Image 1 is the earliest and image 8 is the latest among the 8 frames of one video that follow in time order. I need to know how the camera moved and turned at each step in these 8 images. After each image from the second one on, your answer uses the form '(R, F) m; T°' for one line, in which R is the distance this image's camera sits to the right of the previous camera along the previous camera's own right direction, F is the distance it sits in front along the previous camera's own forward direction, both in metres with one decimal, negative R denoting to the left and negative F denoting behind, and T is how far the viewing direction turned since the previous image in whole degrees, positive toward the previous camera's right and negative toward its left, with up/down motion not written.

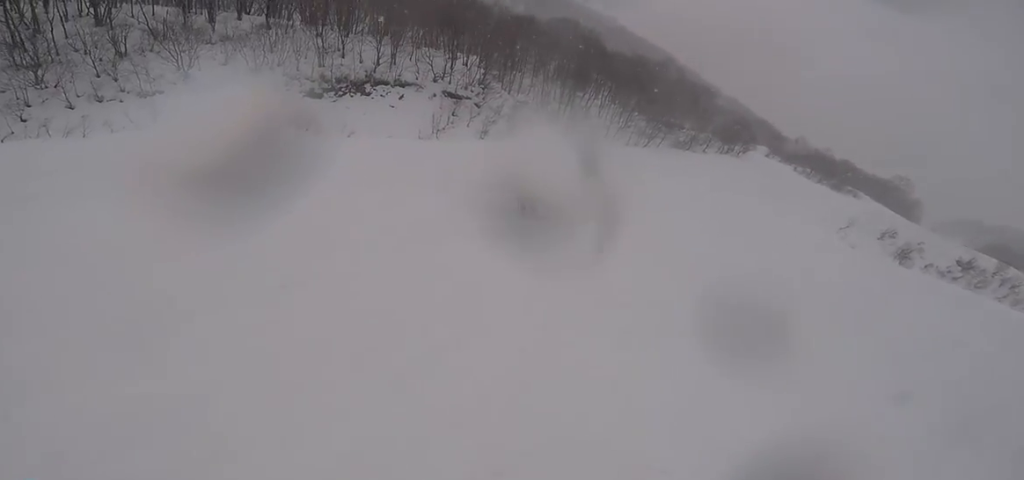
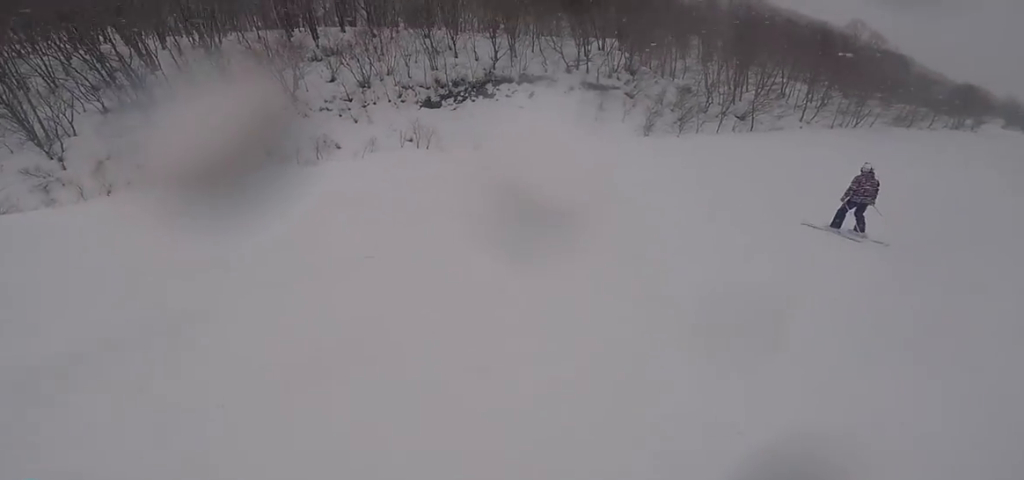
(-4.6, +9.4) m; -22°
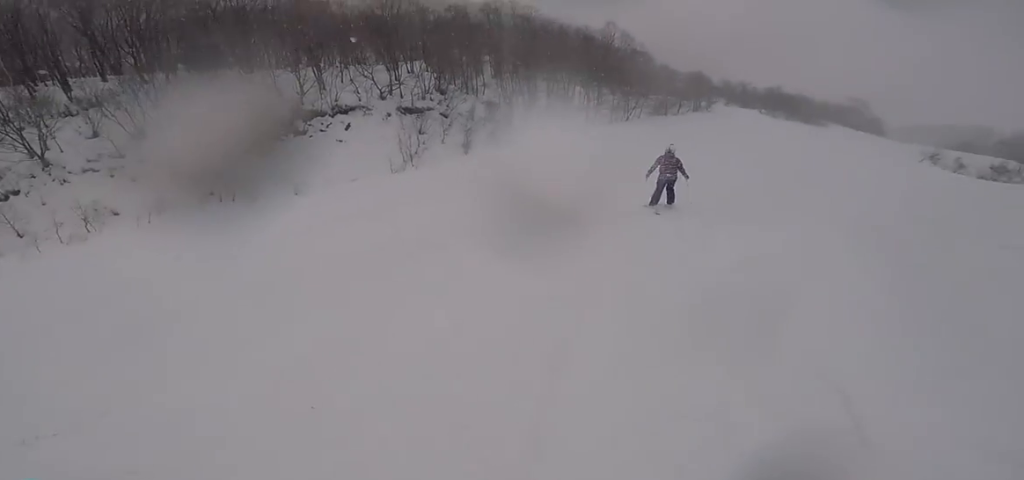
(-0.3, +3.1) m; +21°
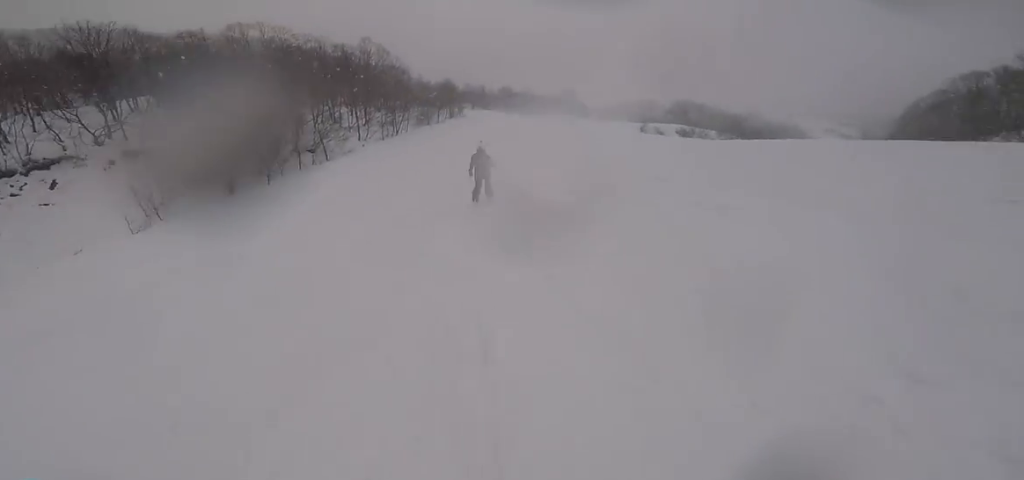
(+1.8, +3.8) m; +25°
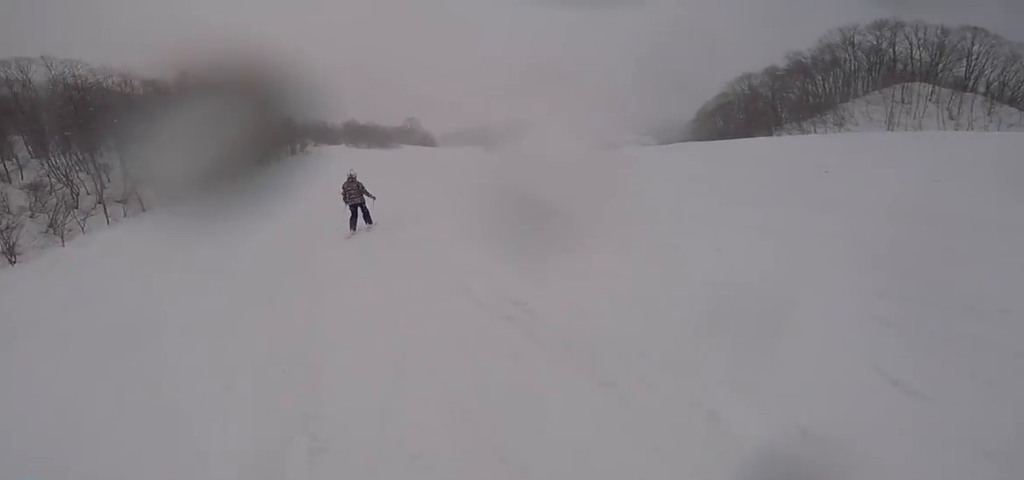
(+0.6, +3.4) m; +19°
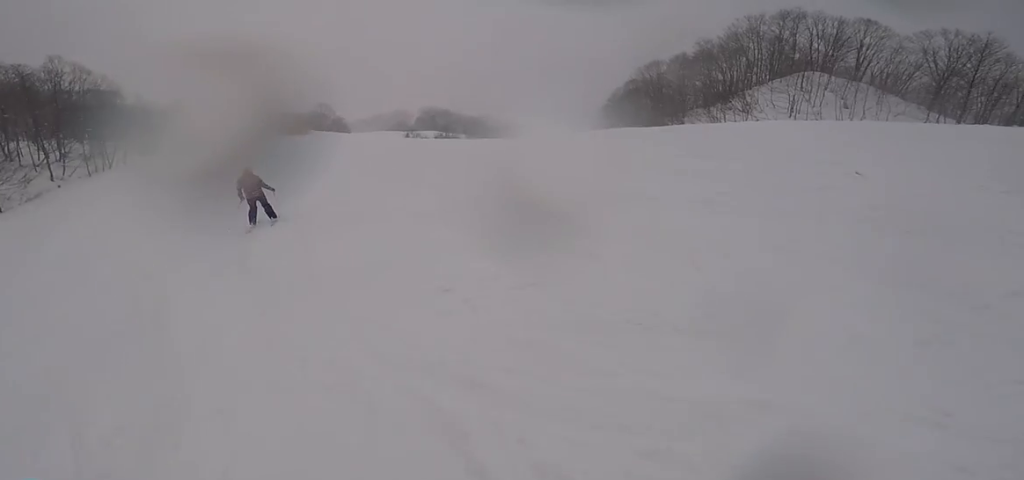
(-0.2, +2.3) m; +12°
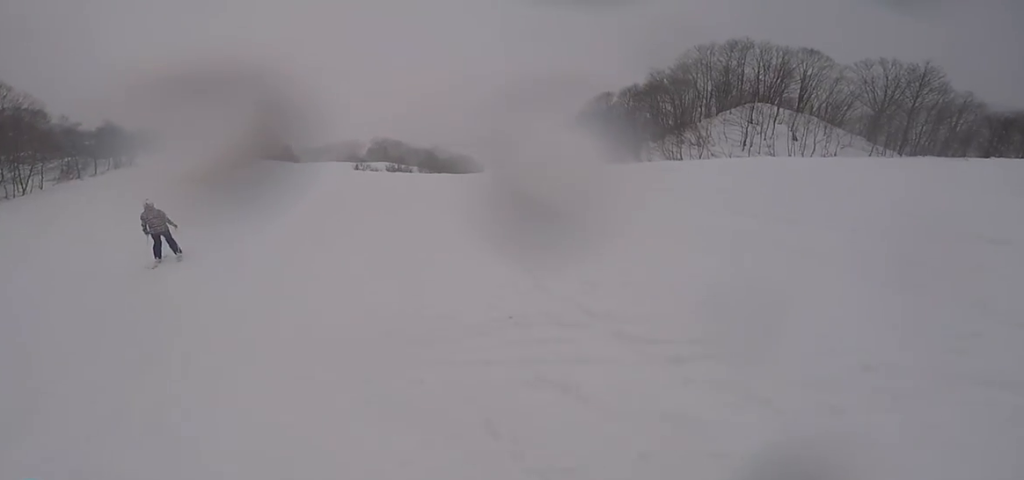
(+0.8, +3.5) m; +3°
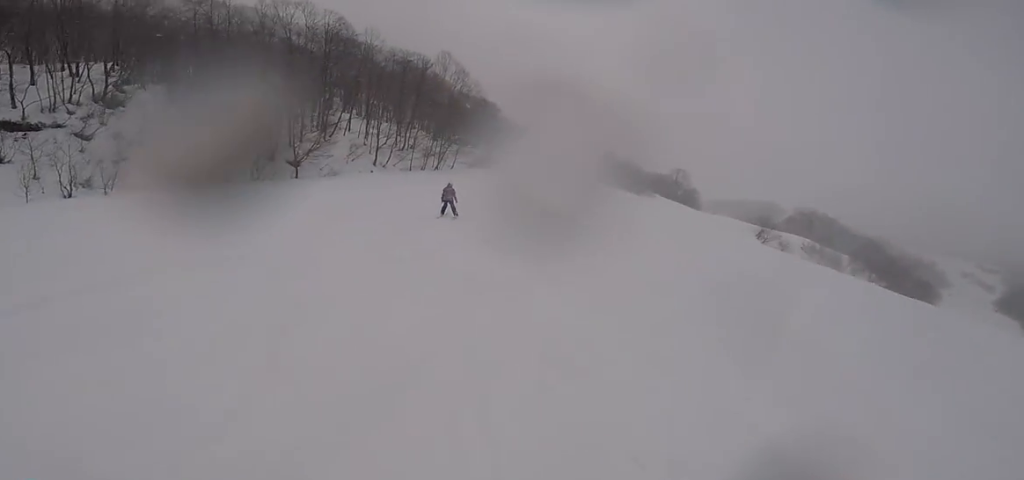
(-3.6, +12.1) m; -30°
